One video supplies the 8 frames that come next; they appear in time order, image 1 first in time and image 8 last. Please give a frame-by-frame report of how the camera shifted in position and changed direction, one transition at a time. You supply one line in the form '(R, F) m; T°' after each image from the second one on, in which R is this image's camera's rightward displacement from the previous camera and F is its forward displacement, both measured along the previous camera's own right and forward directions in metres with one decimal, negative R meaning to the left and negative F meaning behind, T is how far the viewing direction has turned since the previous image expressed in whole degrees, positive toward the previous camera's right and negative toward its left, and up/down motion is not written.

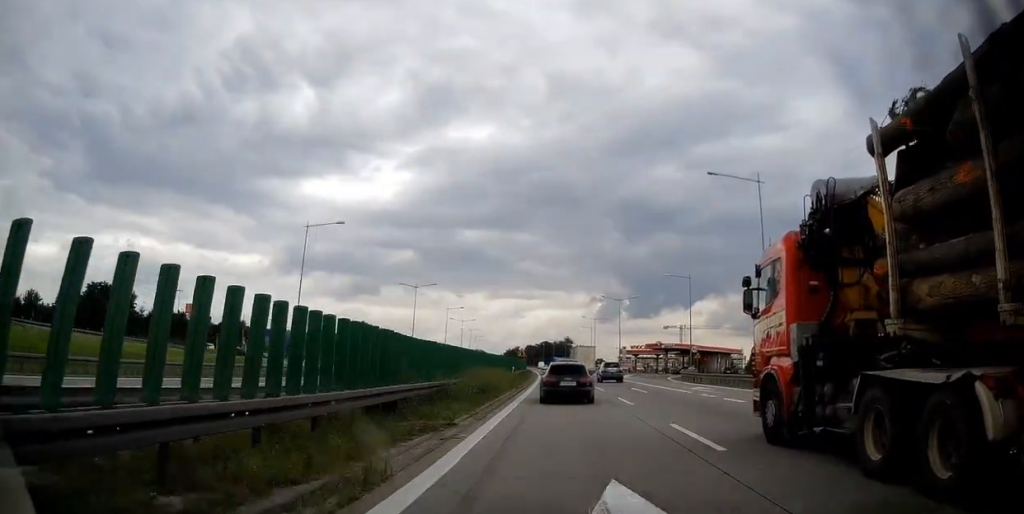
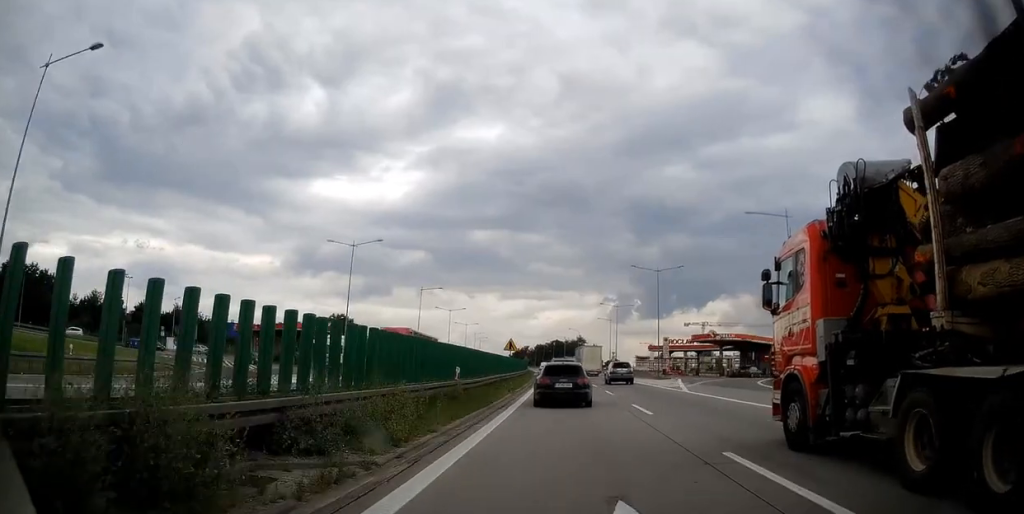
(-0.5, +30.6) m; -2°
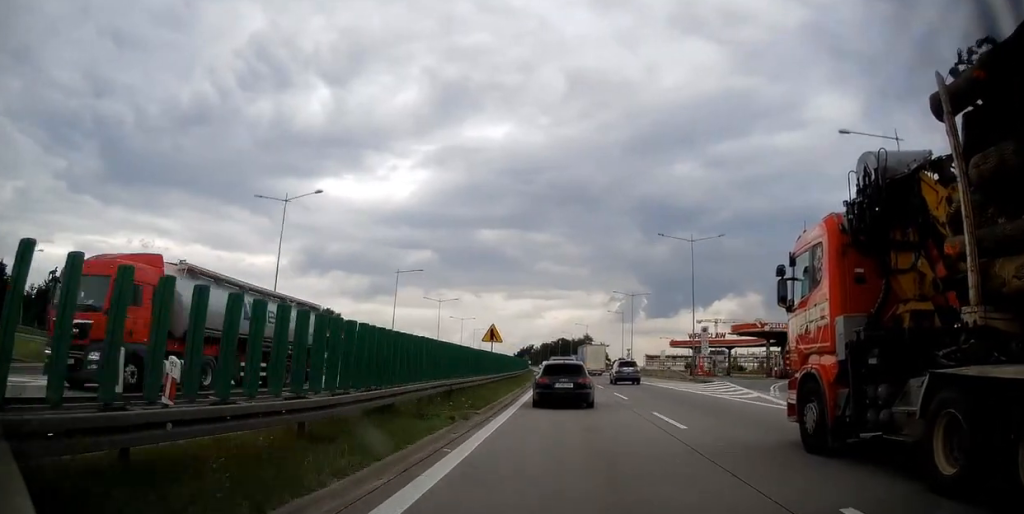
(-0.2, +15.7) m; 0°
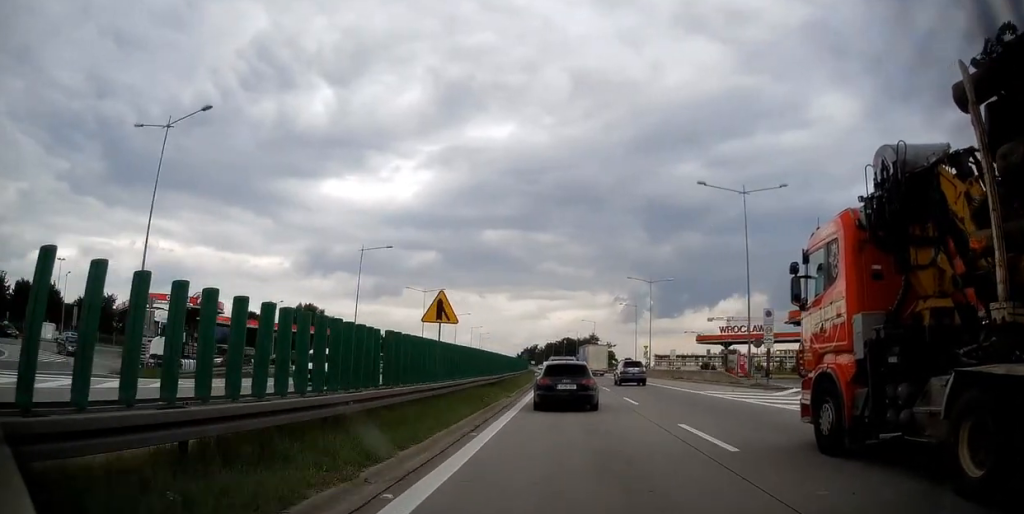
(0.0, +14.8) m; 0°
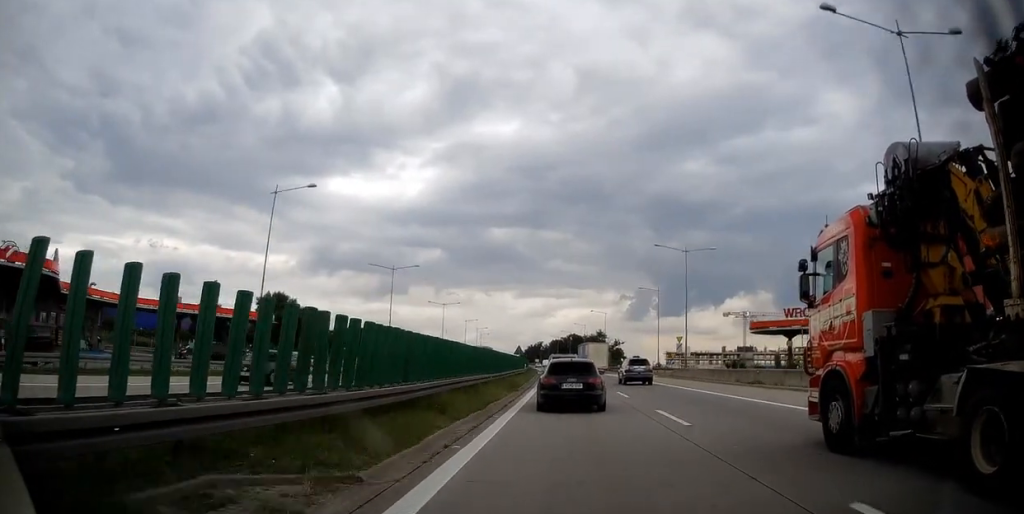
(+0.3, +19.8) m; -1°
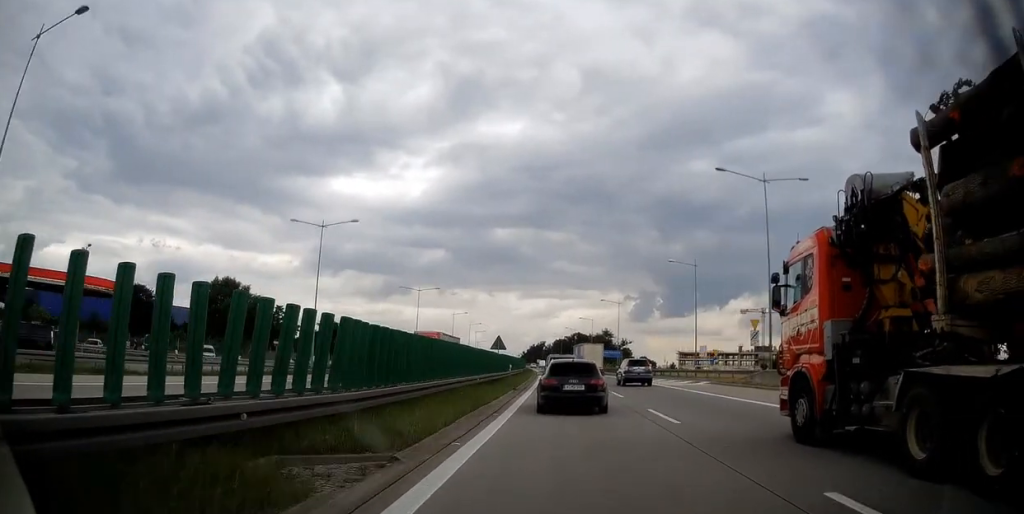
(-0.6, +22.9) m; -1°
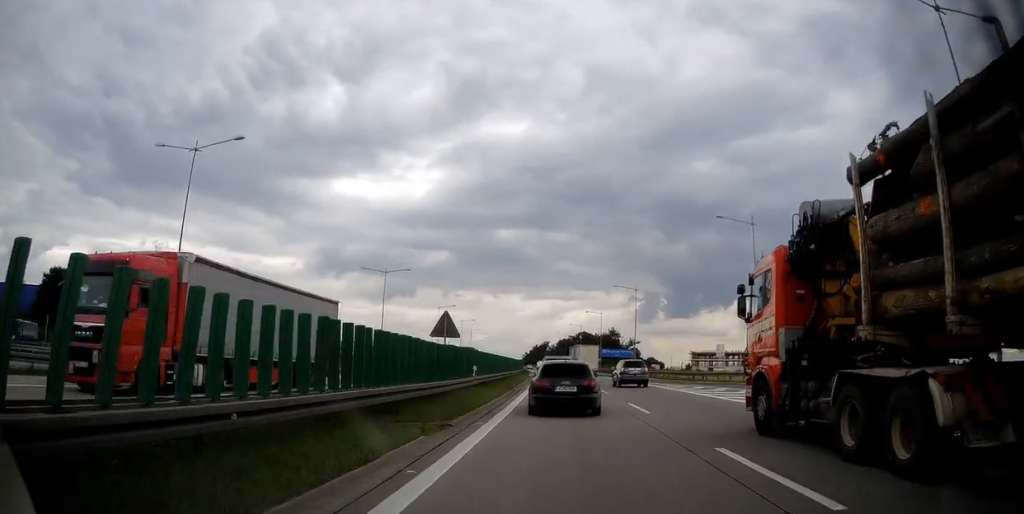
(+0.1, +20.0) m; 0°
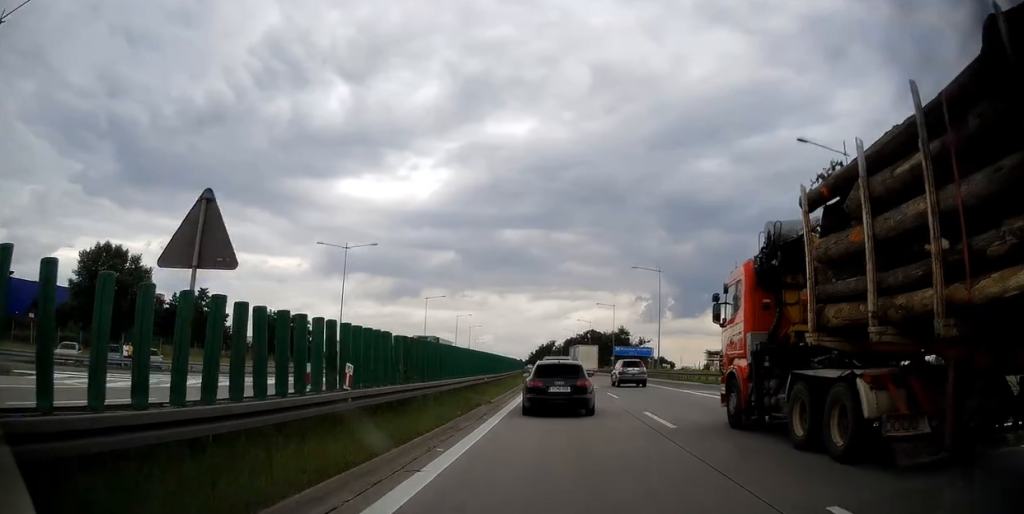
(0.0, +16.1) m; 0°
